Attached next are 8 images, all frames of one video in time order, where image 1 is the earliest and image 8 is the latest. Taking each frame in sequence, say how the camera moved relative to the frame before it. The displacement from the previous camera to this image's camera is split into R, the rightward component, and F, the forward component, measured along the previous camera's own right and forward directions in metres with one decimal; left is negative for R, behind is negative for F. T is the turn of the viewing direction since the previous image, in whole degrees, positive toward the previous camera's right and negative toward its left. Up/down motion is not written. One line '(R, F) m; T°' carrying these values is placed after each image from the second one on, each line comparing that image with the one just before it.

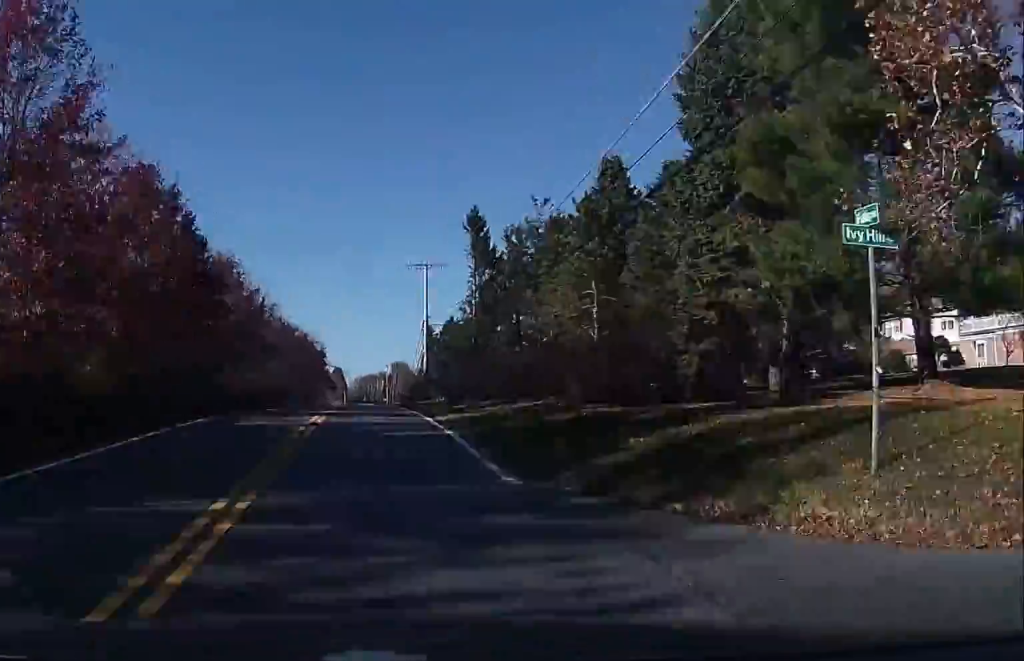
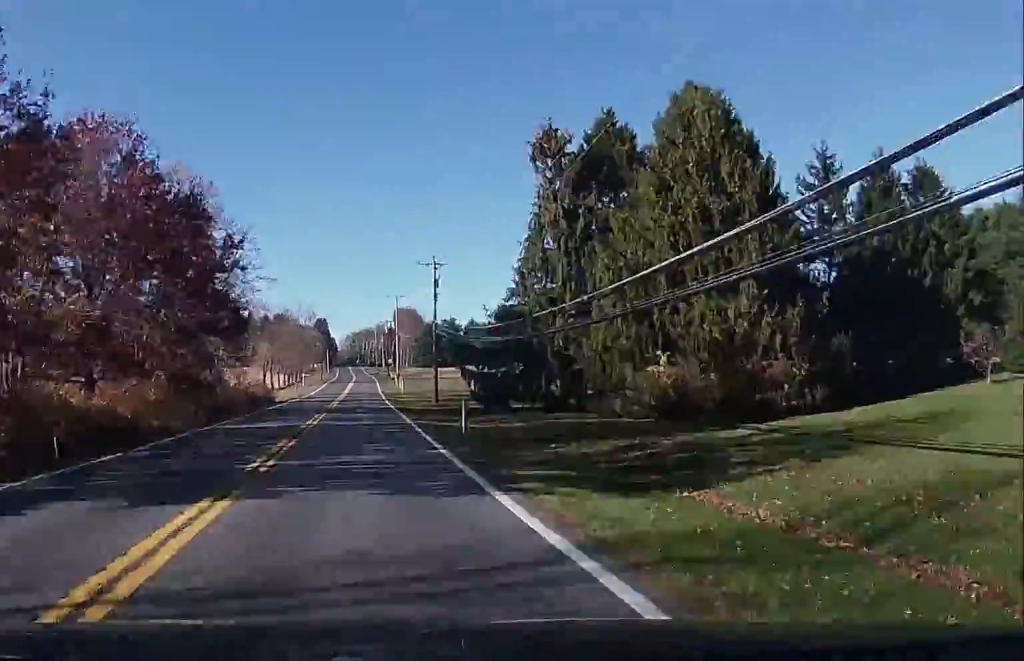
(+0.6, +106.6) m; 0°
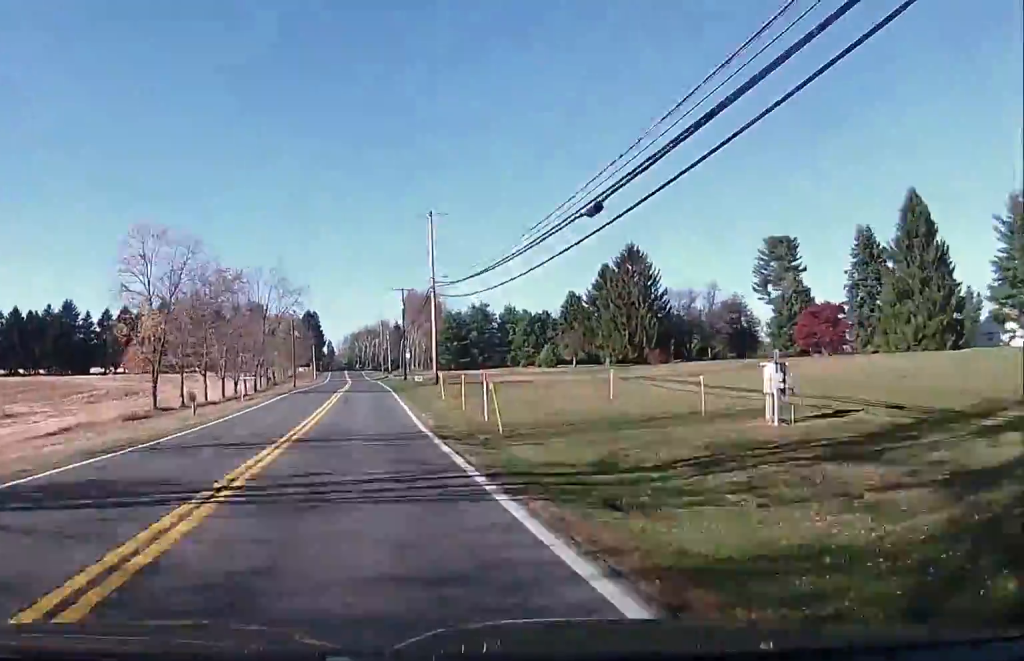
(0.0, +61.7) m; 0°
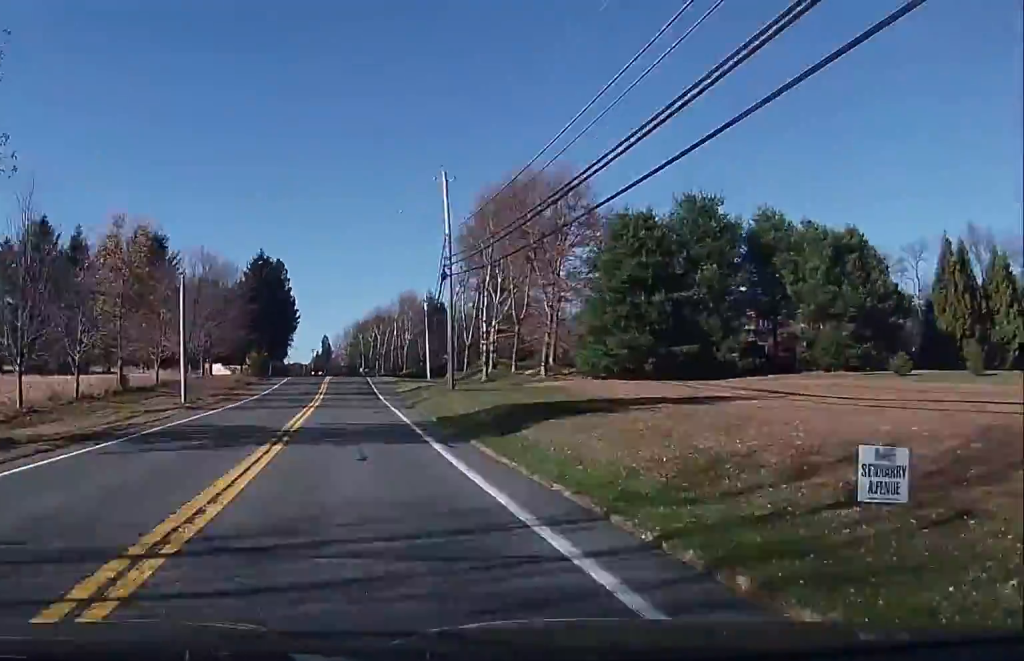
(-1.2, +116.0) m; -1°
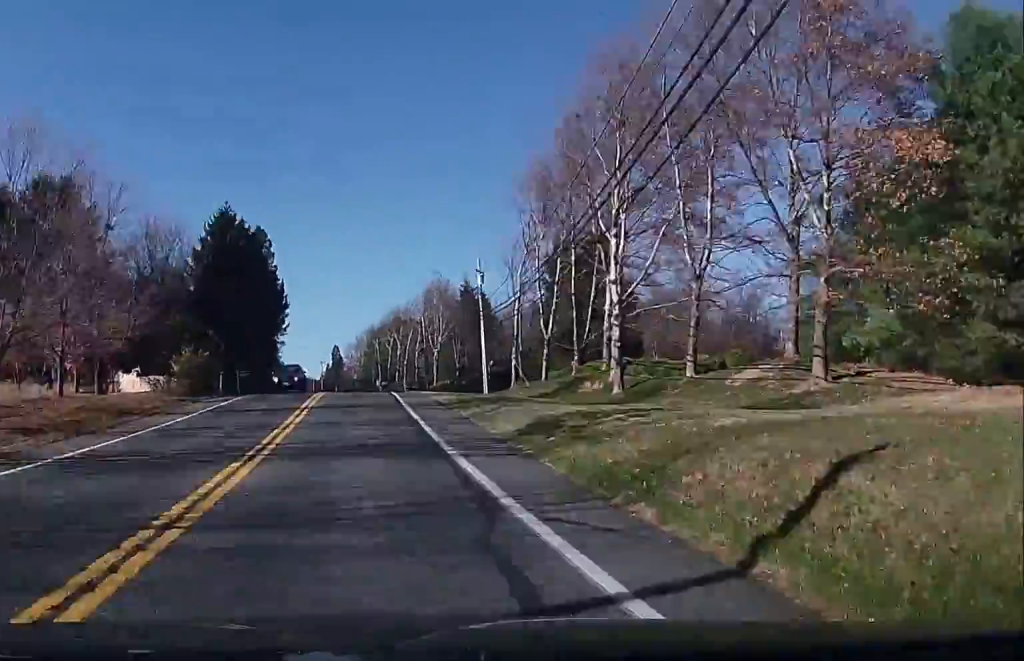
(-0.1, +34.5) m; 0°
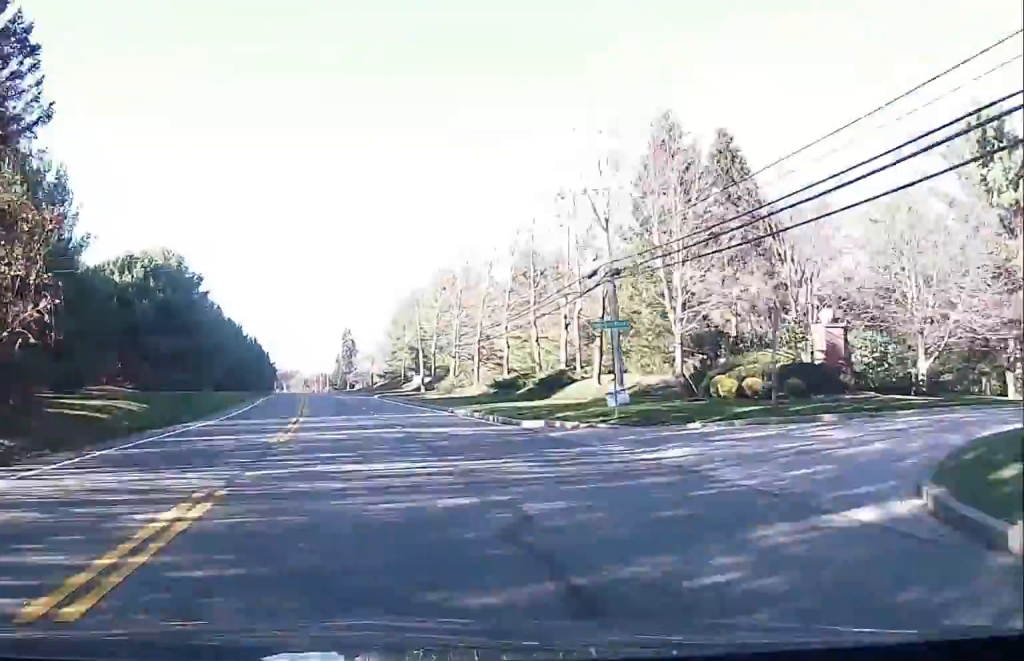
(-0.3, +78.7) m; -2°
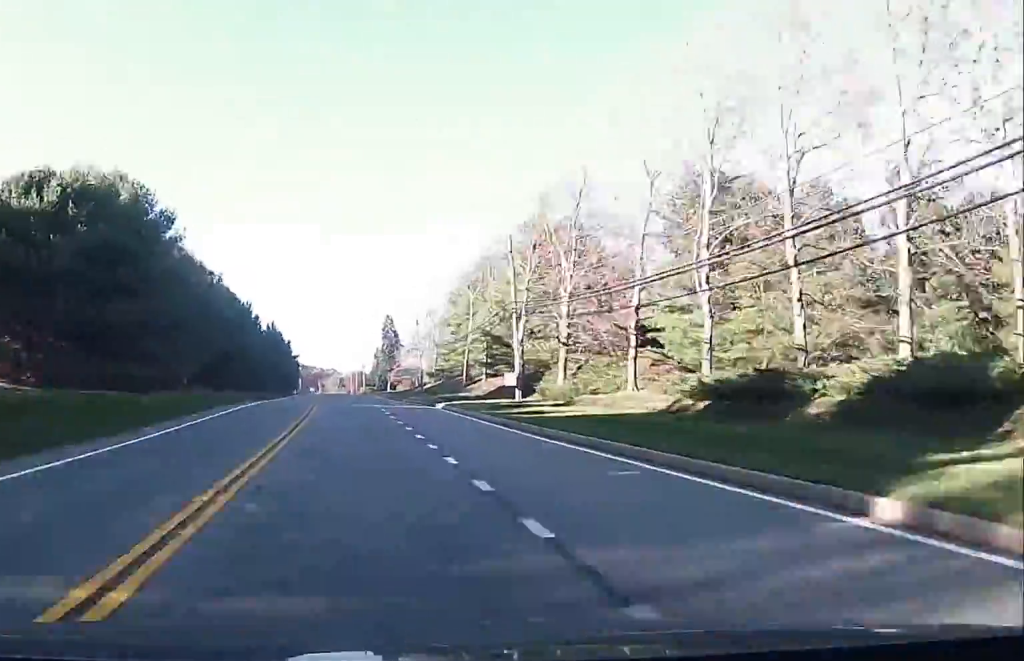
(-0.6, +36.7) m; -1°
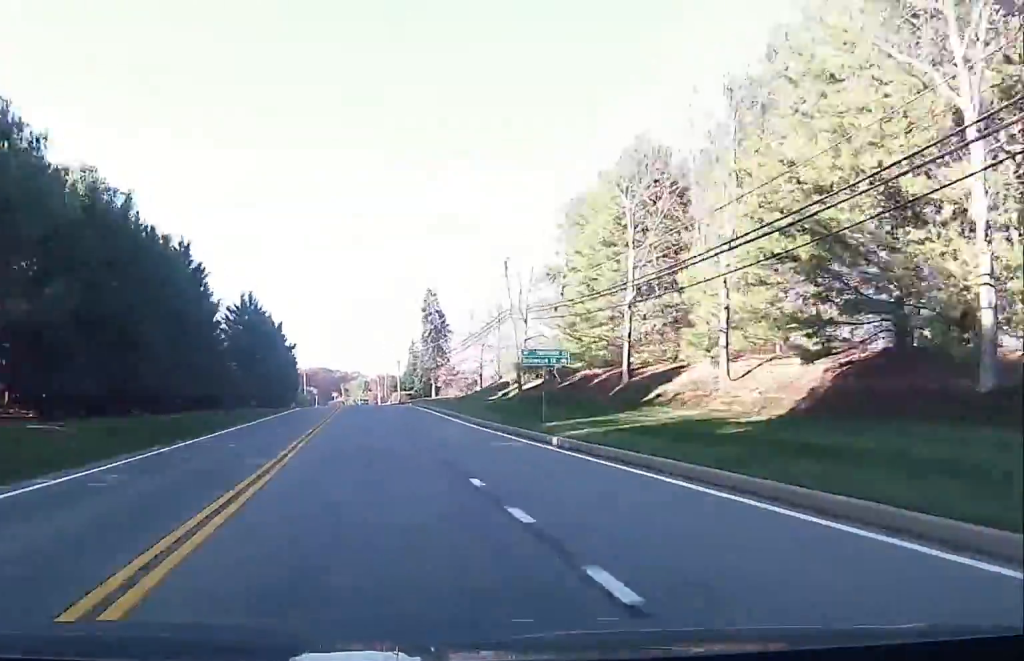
(-0.9, +49.1) m; -2°
